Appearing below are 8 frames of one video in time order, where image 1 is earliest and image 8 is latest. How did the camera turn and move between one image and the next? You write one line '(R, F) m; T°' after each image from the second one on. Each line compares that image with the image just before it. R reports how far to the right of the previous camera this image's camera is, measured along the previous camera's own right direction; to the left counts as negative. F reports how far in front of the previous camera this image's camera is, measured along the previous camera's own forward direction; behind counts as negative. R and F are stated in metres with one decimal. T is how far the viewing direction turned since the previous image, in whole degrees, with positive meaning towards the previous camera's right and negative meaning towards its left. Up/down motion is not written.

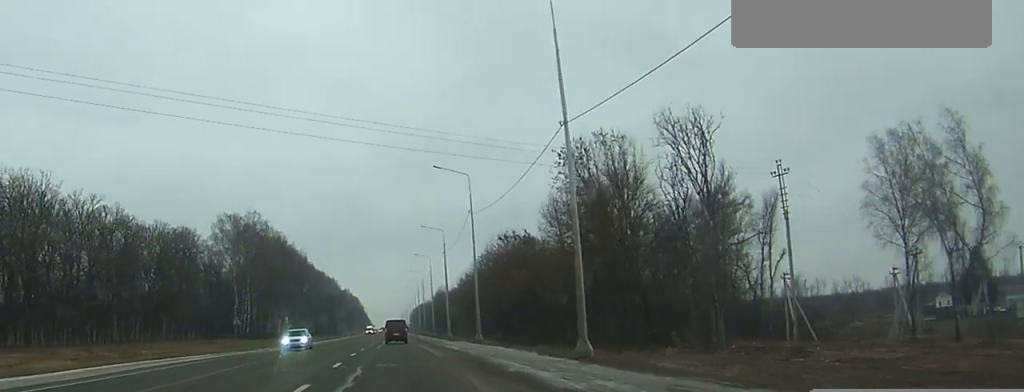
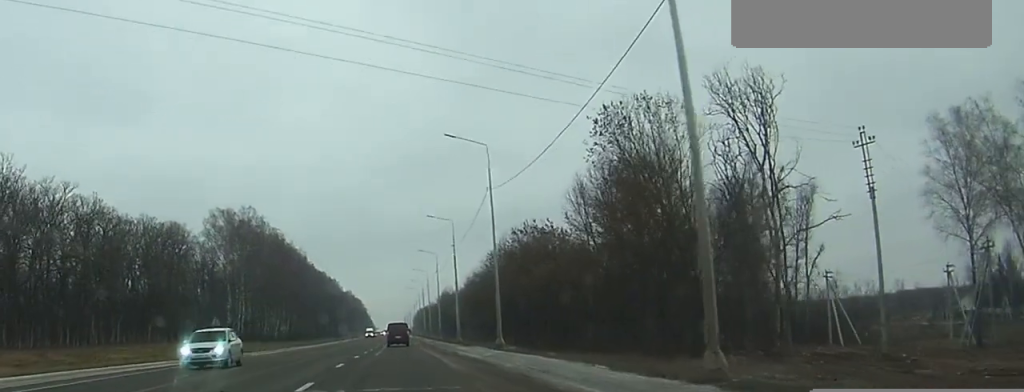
(0.0, +11.1) m; 0°
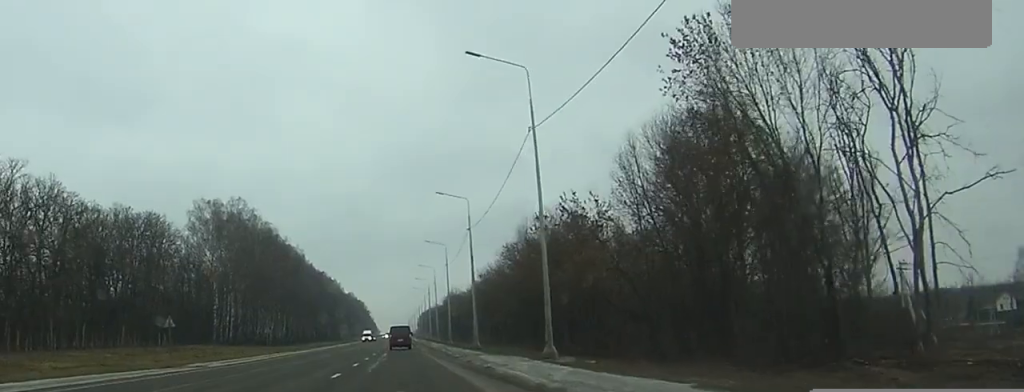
(-0.1, +15.8) m; 0°
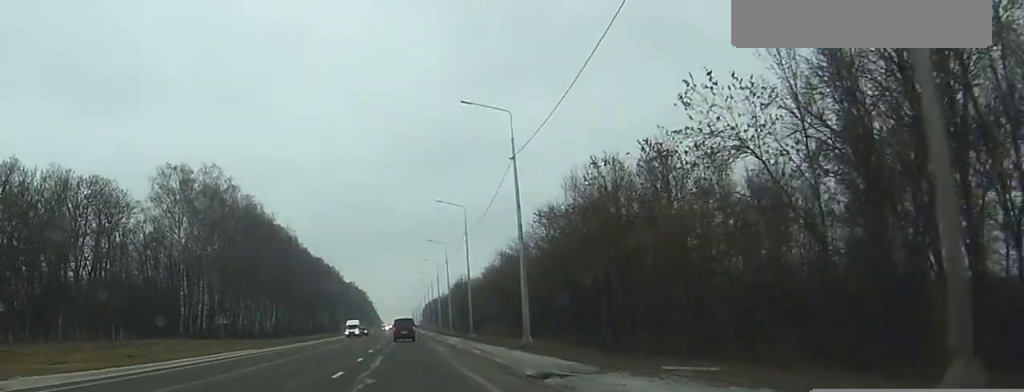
(-0.1, +26.0) m; 0°
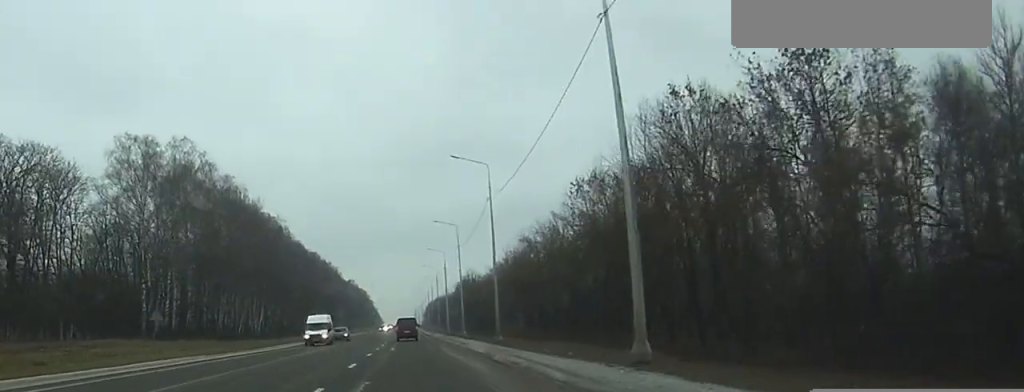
(+0.1, +20.3) m; 0°
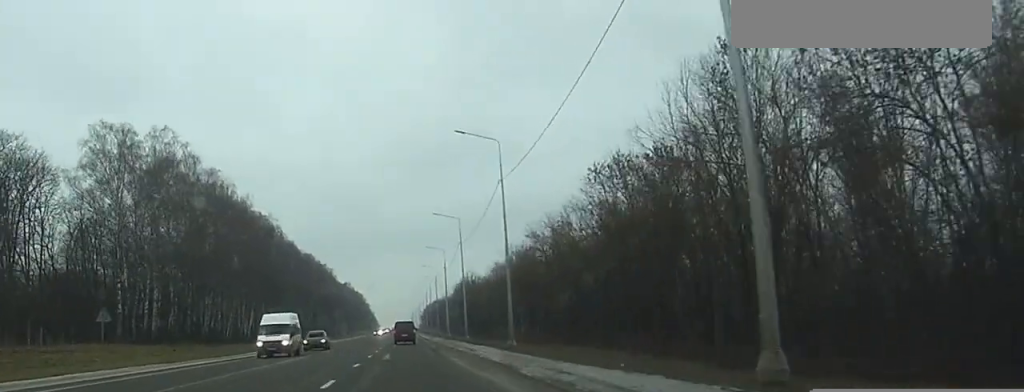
(0.0, +8.5) m; 0°
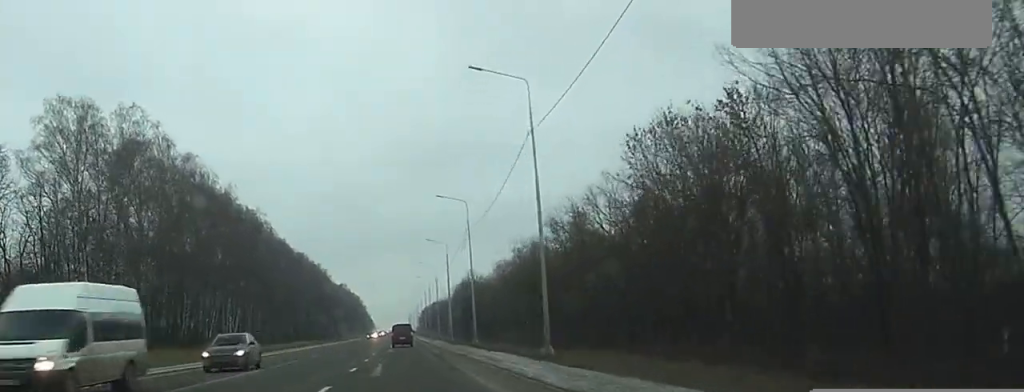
(0.0, +12.7) m; 0°
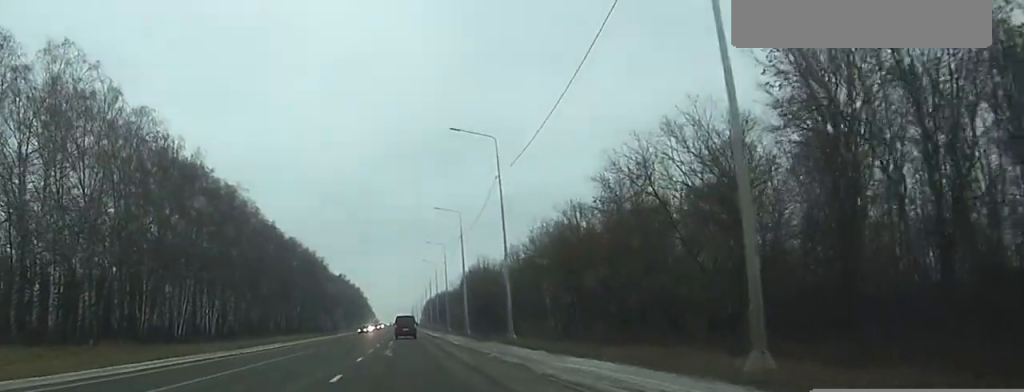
(0.0, +21.5) m; 0°
